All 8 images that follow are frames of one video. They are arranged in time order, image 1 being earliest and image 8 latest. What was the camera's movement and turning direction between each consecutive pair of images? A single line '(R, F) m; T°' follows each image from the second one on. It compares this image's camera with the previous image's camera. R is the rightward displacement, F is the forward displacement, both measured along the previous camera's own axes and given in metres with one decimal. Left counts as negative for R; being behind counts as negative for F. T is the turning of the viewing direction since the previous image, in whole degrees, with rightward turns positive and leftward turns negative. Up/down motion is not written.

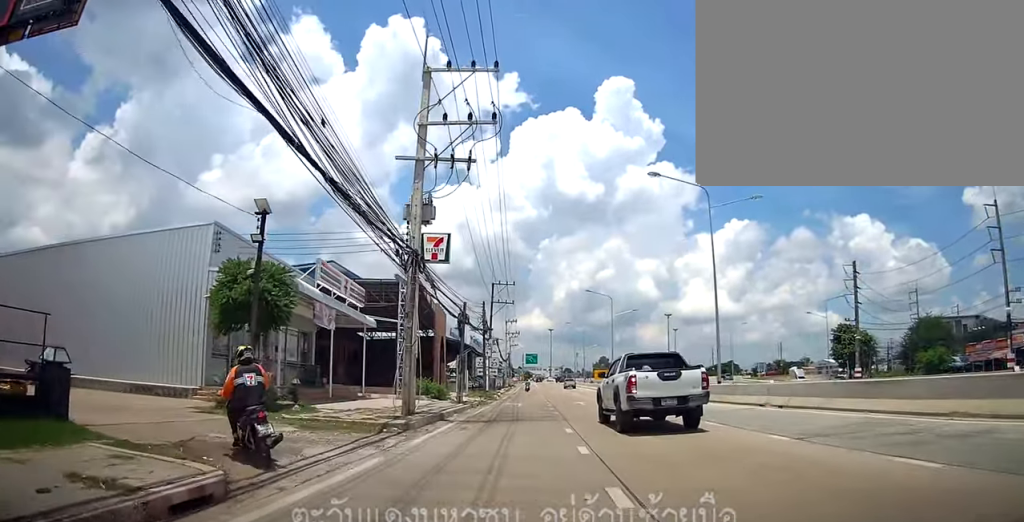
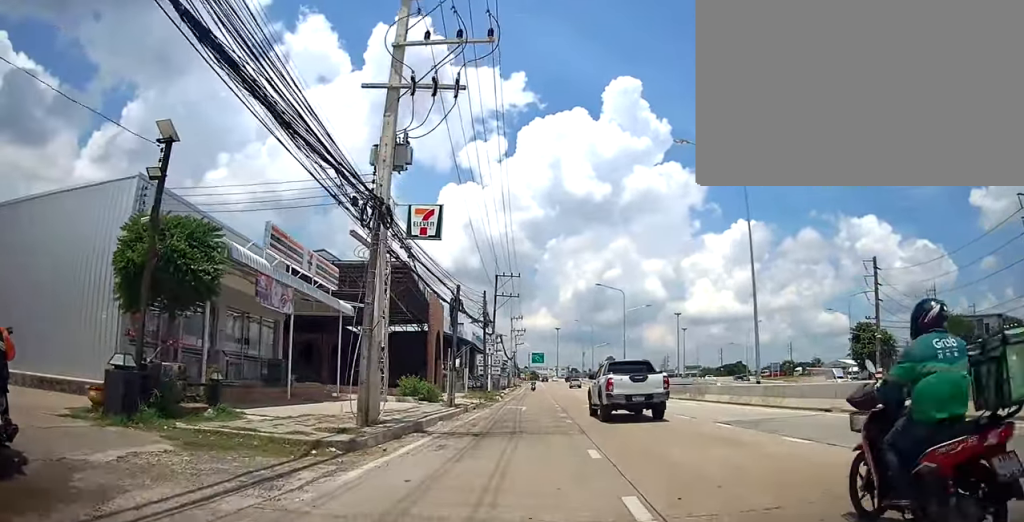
(0.0, +4.6) m; 0°
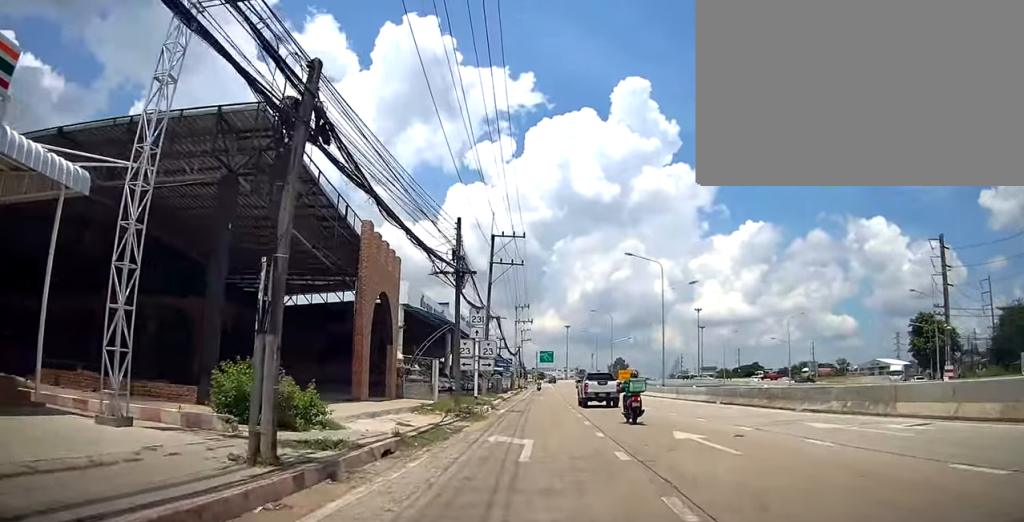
(+0.3, +15.9) m; +5°
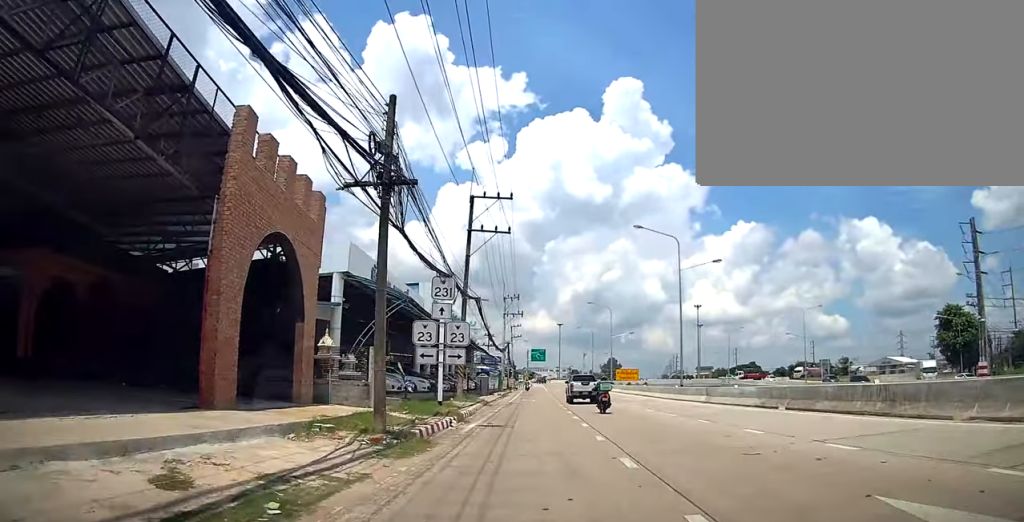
(+0.4, +8.7) m; -2°
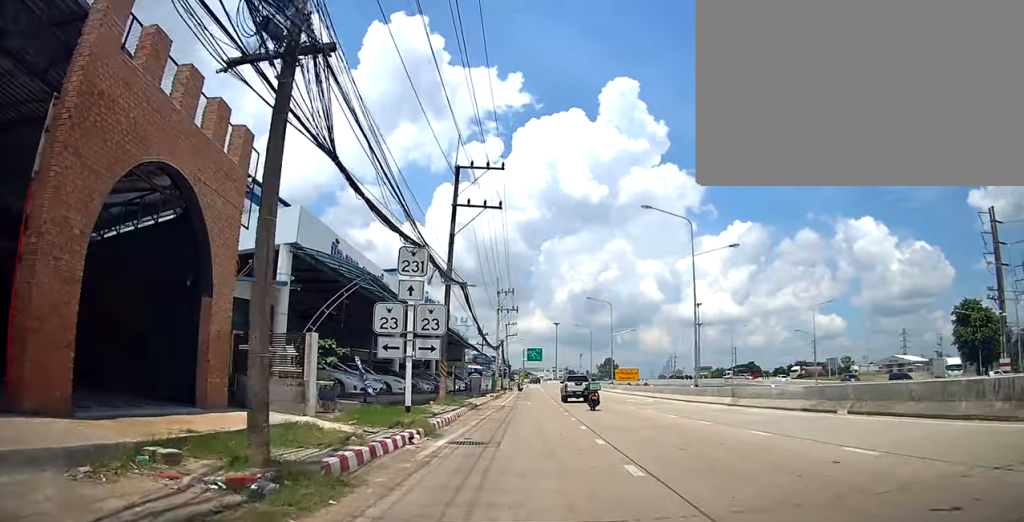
(-0.3, +4.7) m; -2°
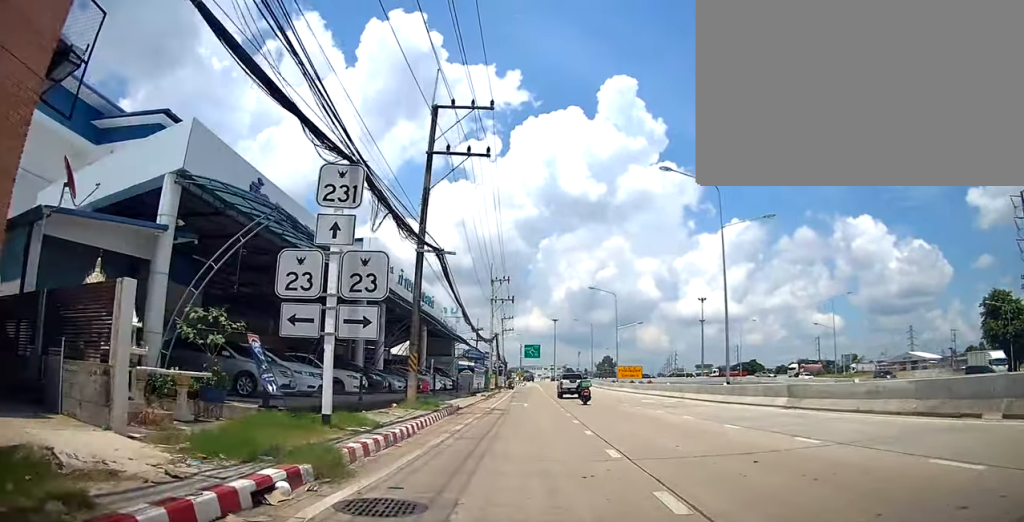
(-0.2, +6.3) m; -2°
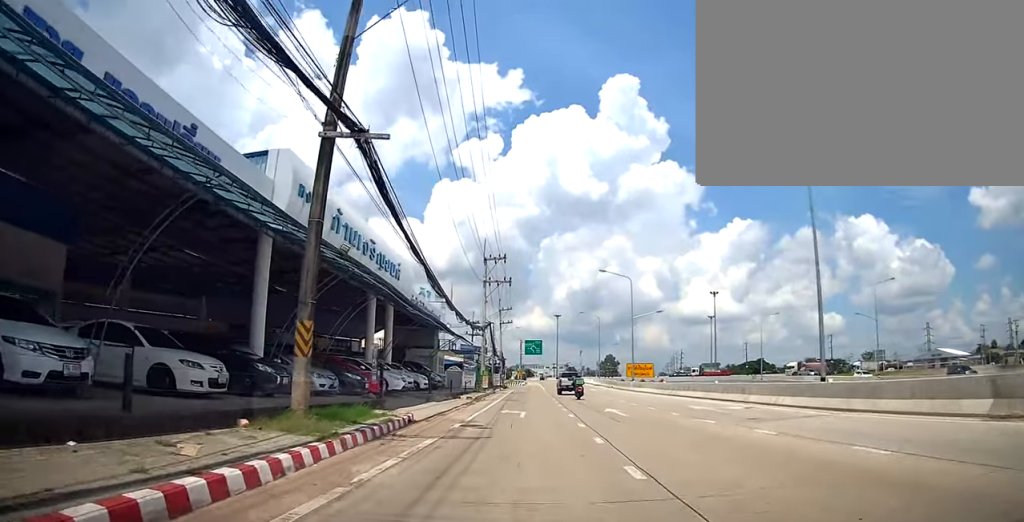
(-0.1, +10.0) m; +1°
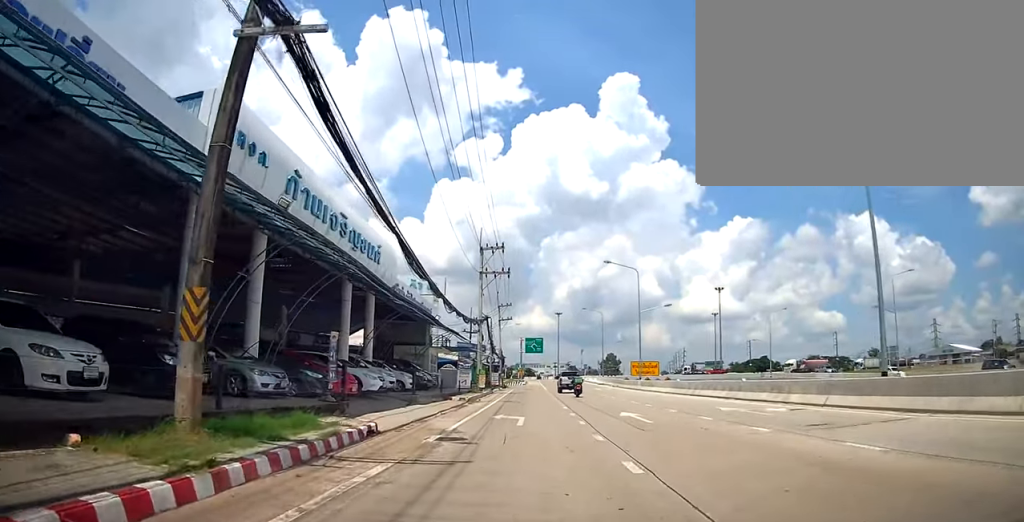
(-0.1, +3.7) m; +2°
